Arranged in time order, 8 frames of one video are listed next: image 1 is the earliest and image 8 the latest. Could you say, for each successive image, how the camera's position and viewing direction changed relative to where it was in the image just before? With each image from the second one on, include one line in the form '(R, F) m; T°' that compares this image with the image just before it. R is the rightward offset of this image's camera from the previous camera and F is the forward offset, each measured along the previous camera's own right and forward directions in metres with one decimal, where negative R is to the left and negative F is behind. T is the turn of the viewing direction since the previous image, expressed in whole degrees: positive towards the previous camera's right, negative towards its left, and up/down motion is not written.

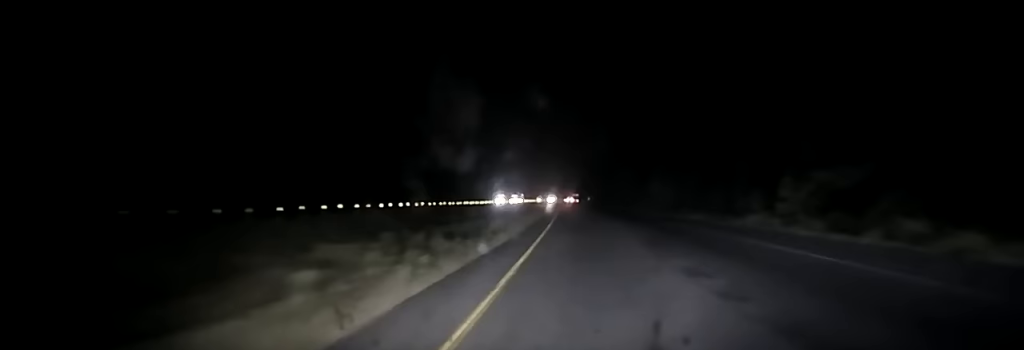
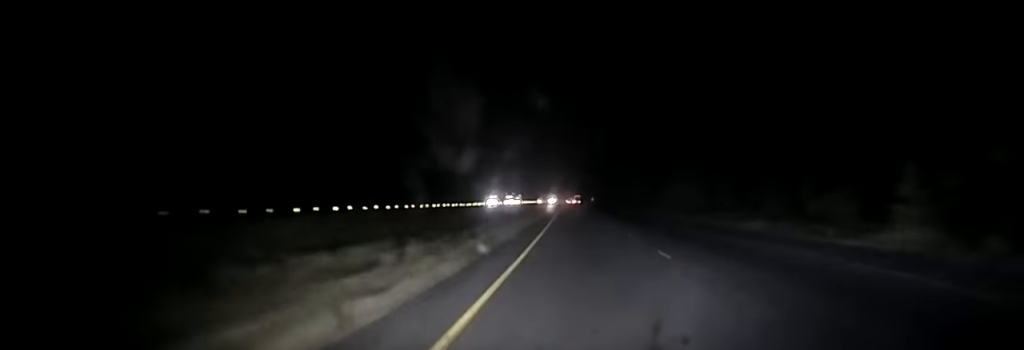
(0.0, +22.8) m; 0°
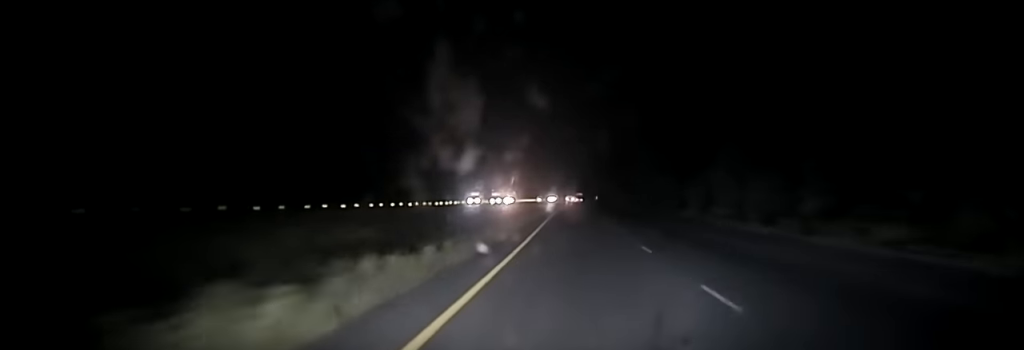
(-0.2, +36.6) m; 0°
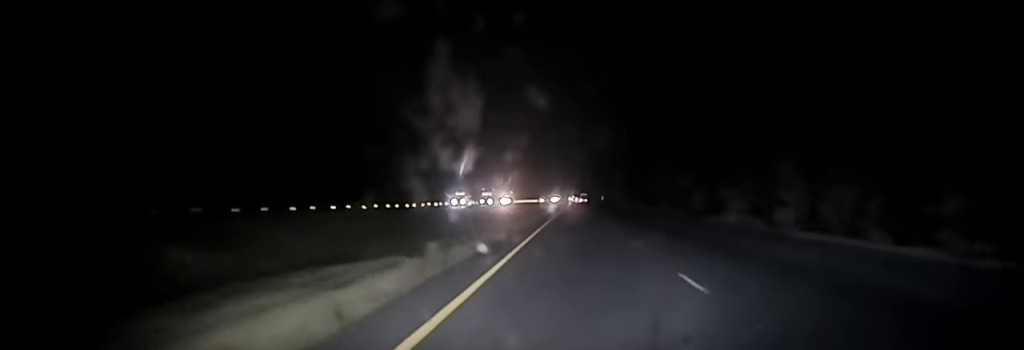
(+0.1, +24.1) m; 0°
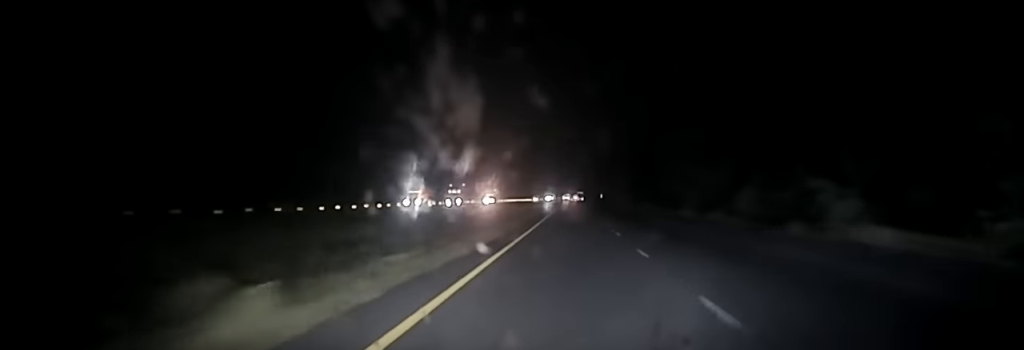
(0.0, +32.5) m; 0°
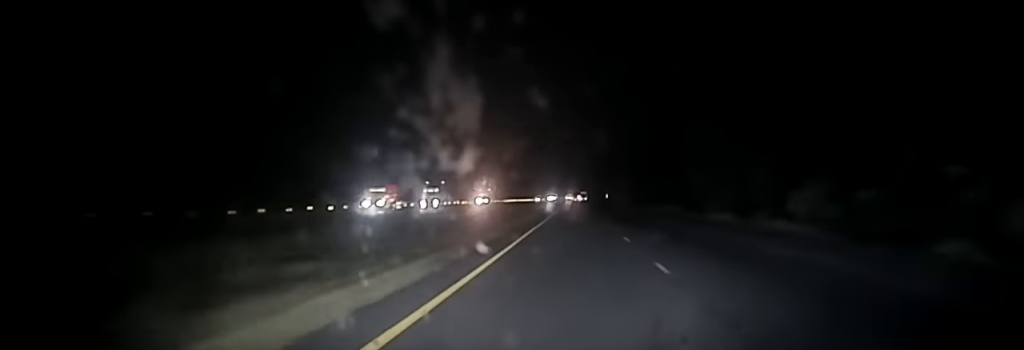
(0.0, +16.6) m; 0°
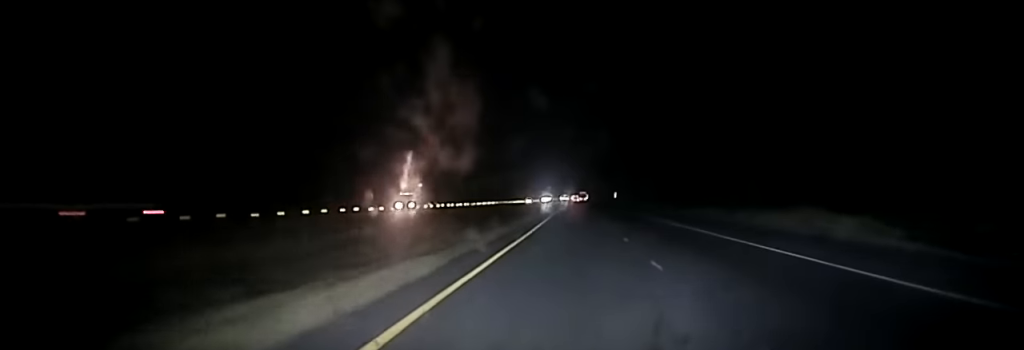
(-0.2, +57.9) m; 0°
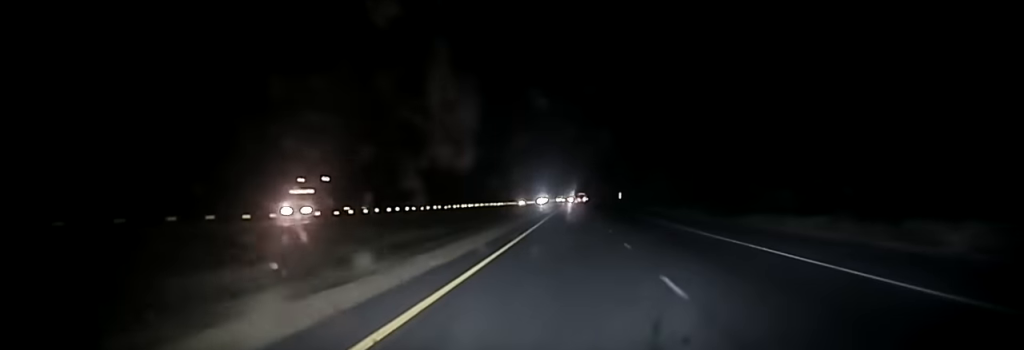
(0.0, +25.0) m; 0°
